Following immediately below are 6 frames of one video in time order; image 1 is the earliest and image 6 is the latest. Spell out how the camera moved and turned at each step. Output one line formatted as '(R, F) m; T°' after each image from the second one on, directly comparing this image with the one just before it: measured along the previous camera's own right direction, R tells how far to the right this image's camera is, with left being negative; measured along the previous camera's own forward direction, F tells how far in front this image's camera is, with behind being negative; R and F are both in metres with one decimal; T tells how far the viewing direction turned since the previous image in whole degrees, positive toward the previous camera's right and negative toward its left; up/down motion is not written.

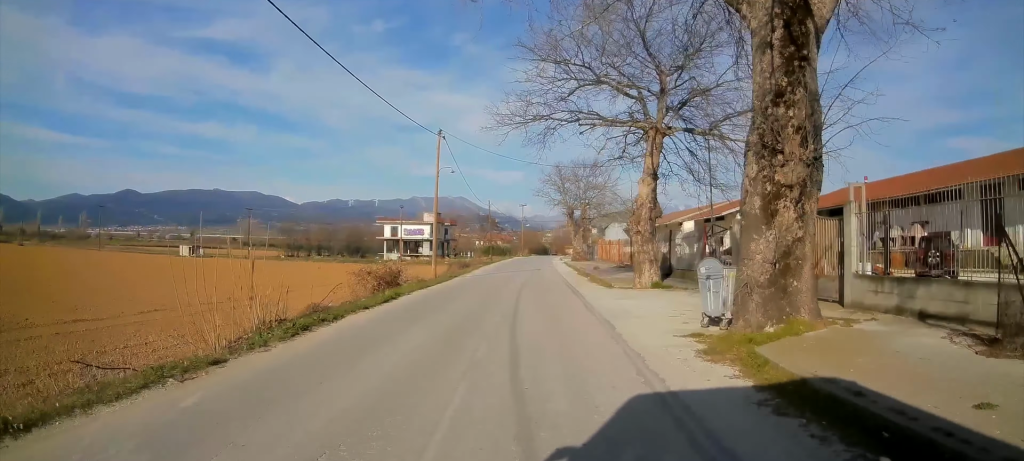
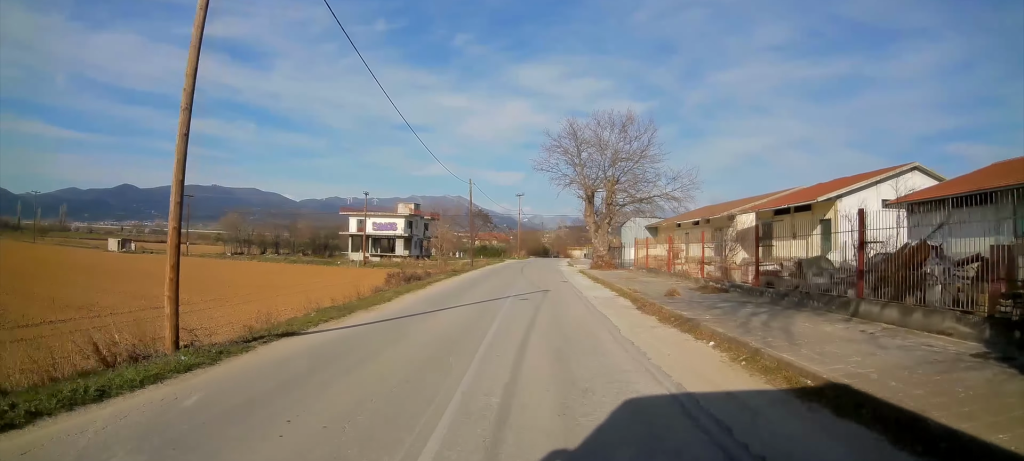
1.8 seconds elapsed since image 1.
(0.0, +23.7) m; 0°
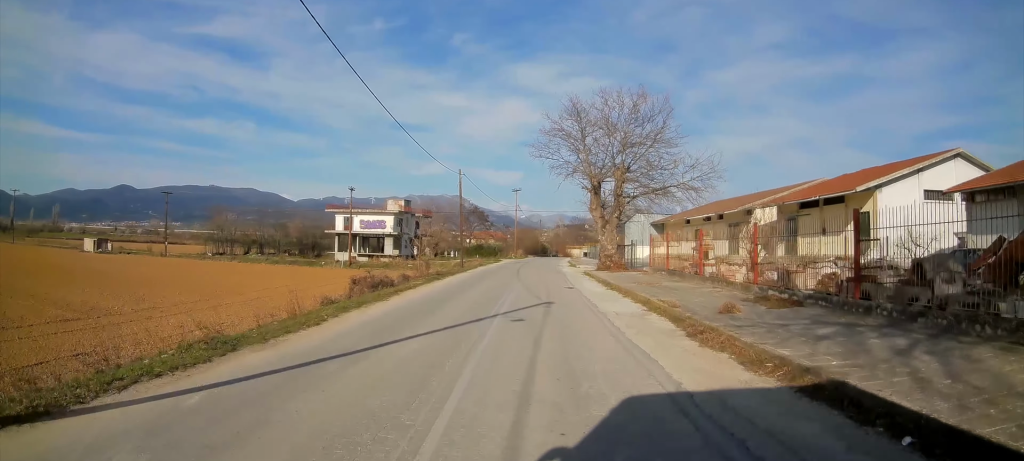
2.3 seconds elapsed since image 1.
(+0.1, +6.2) m; +1°
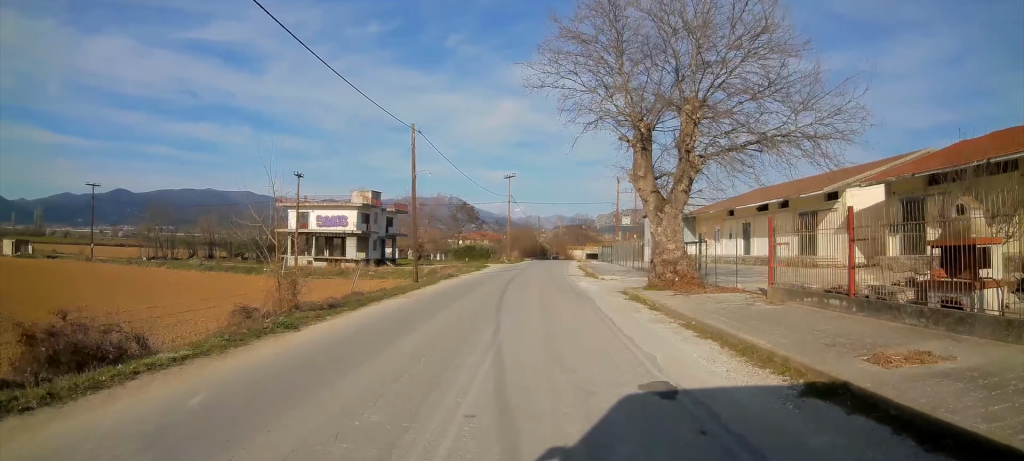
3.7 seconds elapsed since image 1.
(+0.3, +18.3) m; +2°
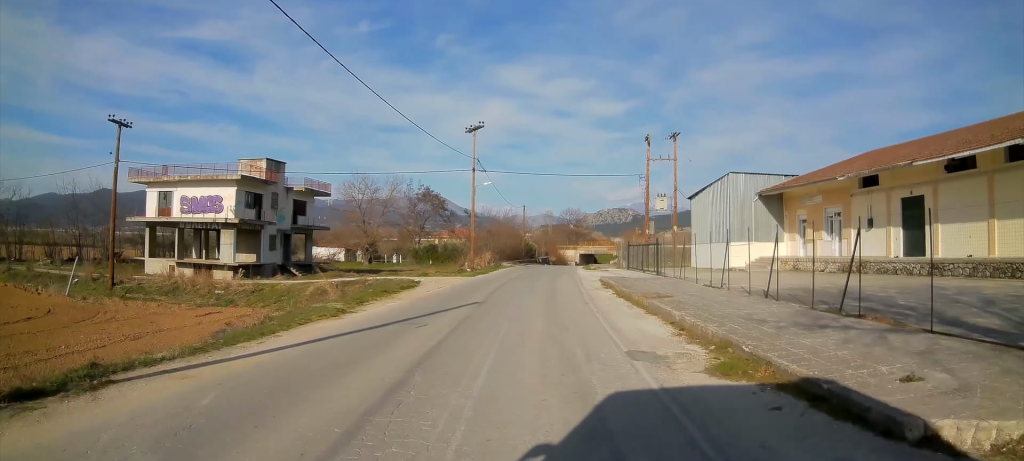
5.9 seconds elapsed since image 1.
(0.0, +28.4) m; -2°
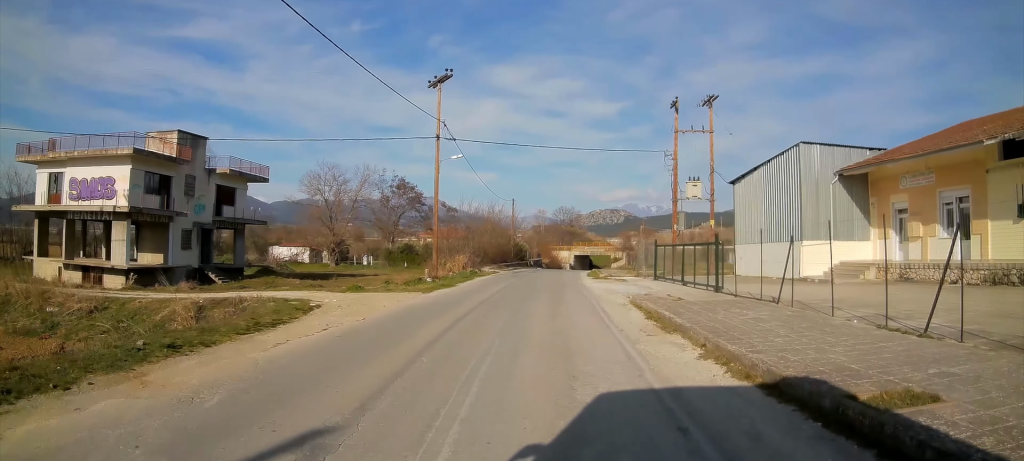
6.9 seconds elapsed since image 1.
(-0.3, +13.0) m; +1°
